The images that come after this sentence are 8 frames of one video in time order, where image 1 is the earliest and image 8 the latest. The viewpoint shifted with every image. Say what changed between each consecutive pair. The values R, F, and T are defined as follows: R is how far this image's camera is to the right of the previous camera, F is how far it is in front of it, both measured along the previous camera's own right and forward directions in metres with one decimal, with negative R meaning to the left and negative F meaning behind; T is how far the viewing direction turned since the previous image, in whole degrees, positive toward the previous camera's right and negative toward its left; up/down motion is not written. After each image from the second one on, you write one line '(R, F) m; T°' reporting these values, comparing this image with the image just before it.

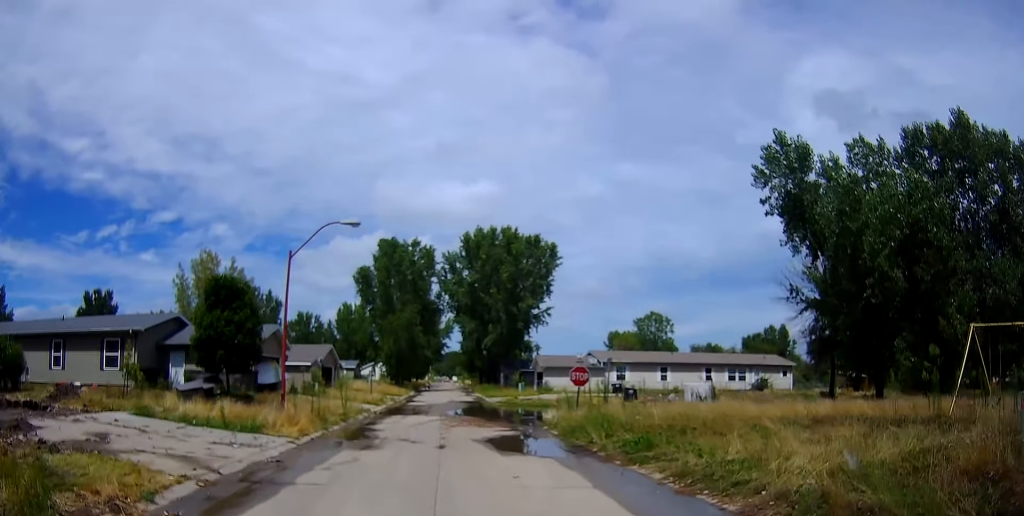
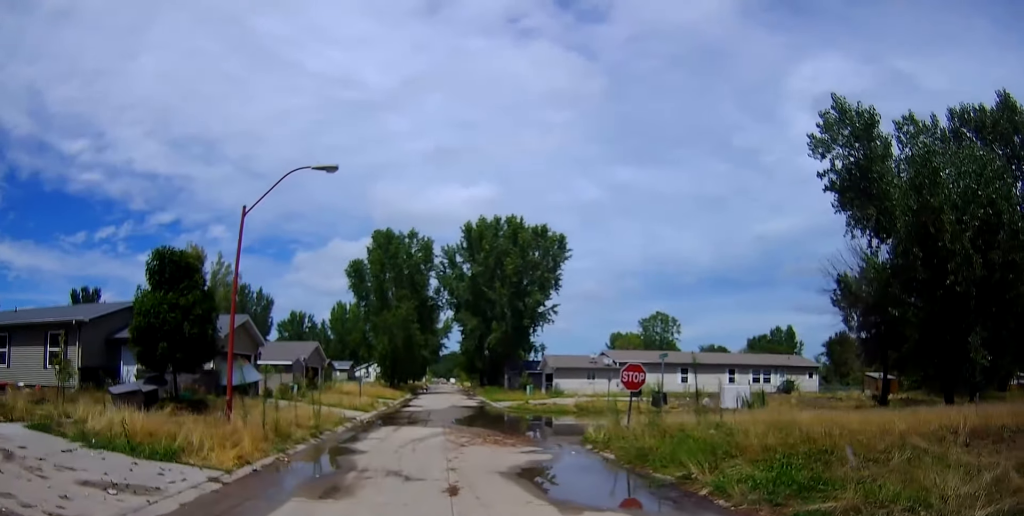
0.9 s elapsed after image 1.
(+0.2, +5.9) m; +2°
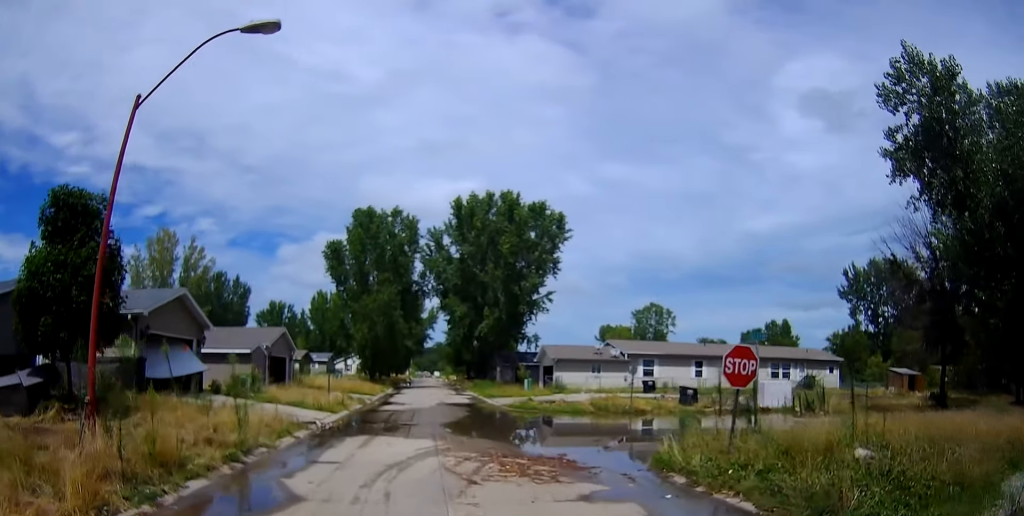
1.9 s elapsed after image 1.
(0.0, +6.7) m; 0°
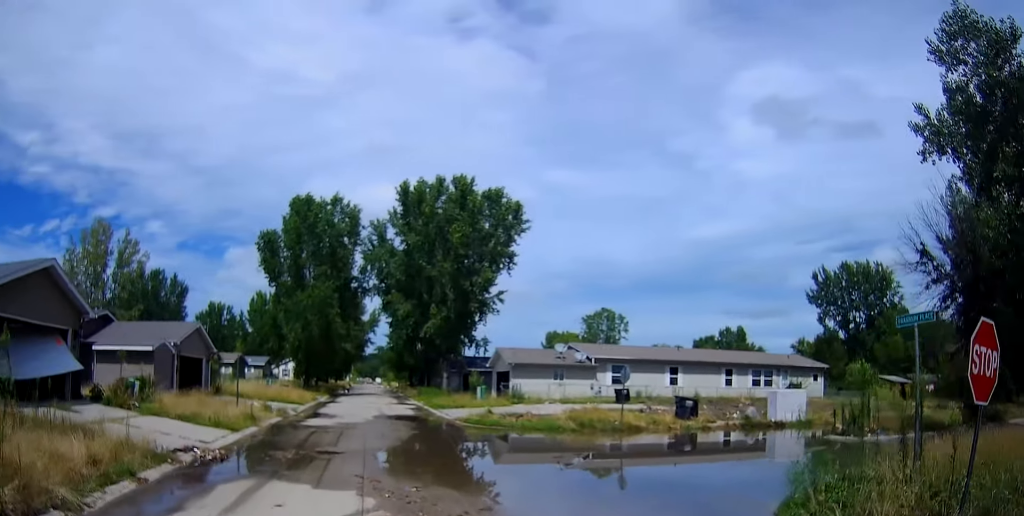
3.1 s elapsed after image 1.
(0.0, +6.9) m; +2°
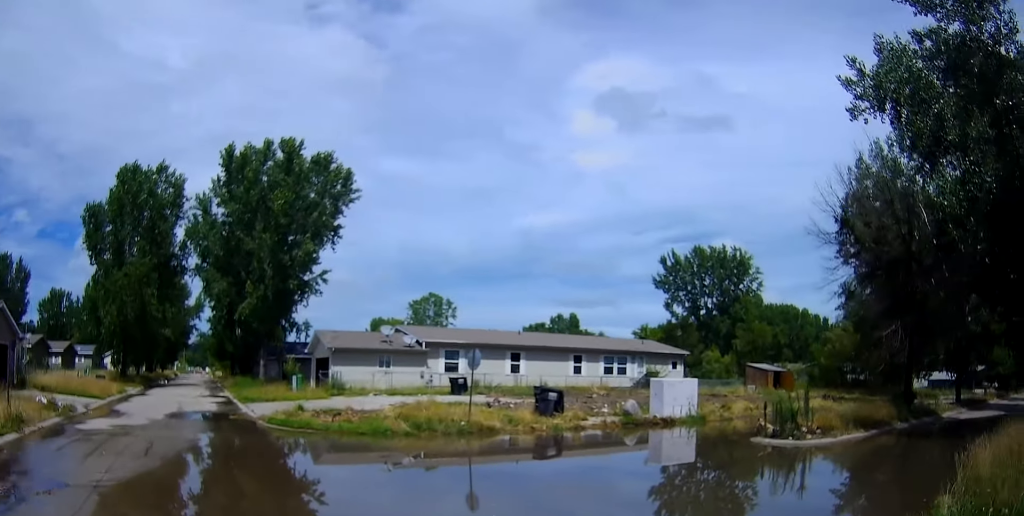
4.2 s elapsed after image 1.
(+0.3, +6.1) m; +21°
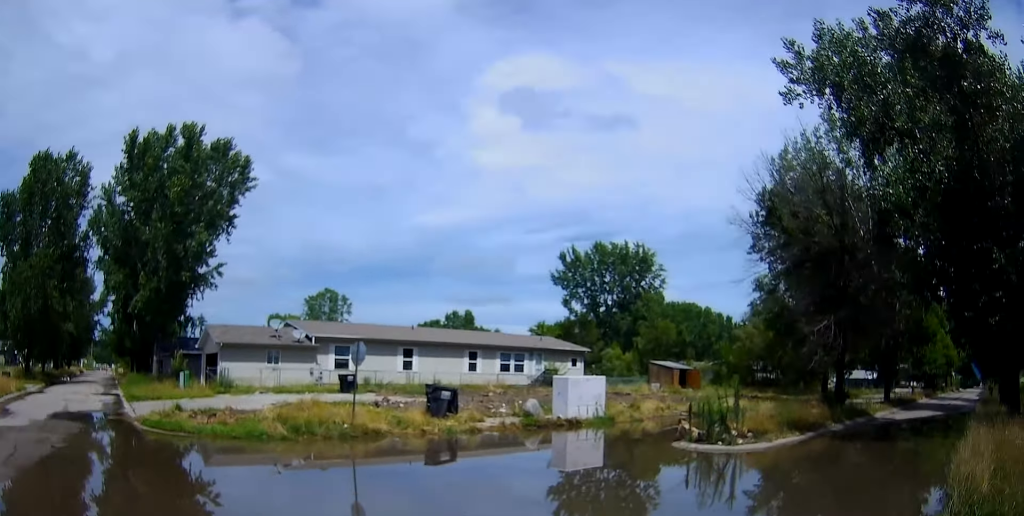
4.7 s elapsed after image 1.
(-0.2, +1.9) m; +13°
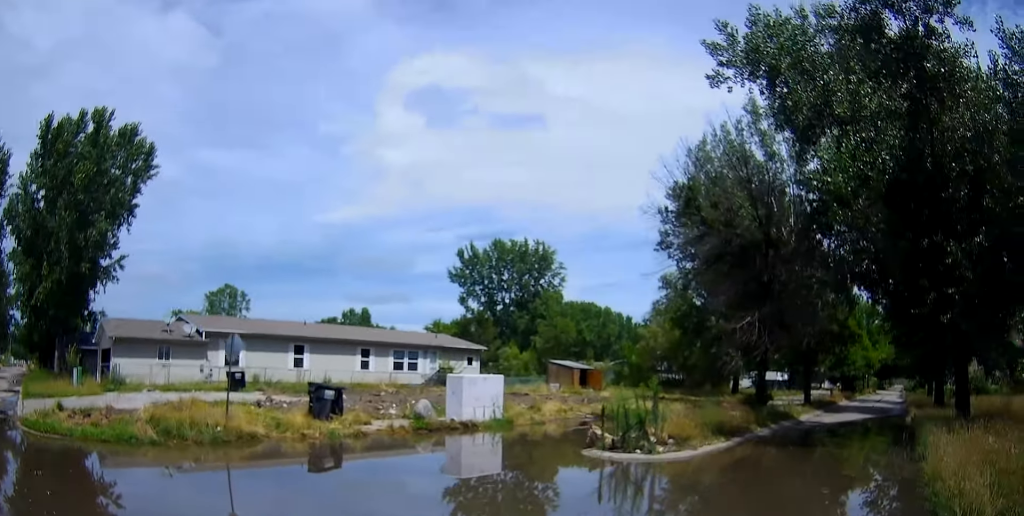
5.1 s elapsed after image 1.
(+0.8, +1.5) m; +14°
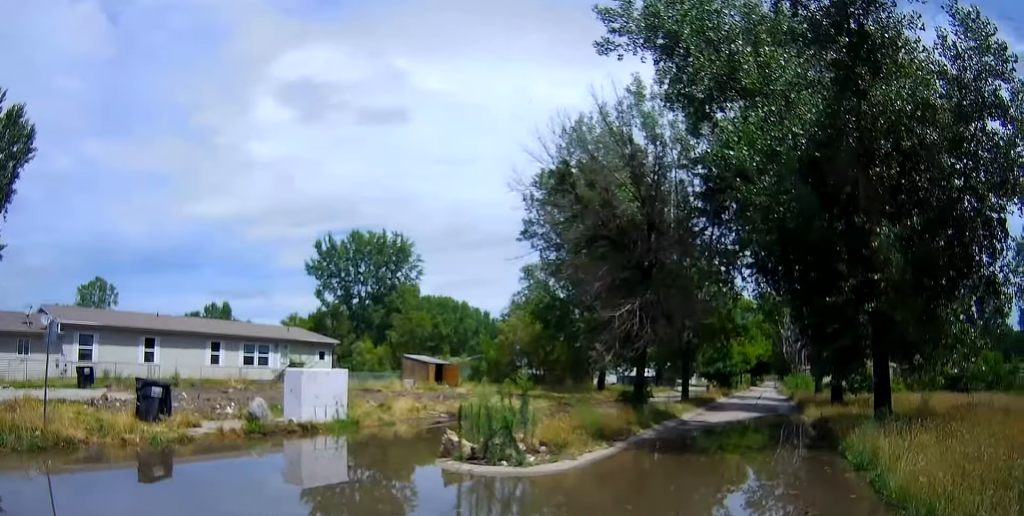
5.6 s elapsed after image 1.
(+0.5, +2.2) m; +18°
